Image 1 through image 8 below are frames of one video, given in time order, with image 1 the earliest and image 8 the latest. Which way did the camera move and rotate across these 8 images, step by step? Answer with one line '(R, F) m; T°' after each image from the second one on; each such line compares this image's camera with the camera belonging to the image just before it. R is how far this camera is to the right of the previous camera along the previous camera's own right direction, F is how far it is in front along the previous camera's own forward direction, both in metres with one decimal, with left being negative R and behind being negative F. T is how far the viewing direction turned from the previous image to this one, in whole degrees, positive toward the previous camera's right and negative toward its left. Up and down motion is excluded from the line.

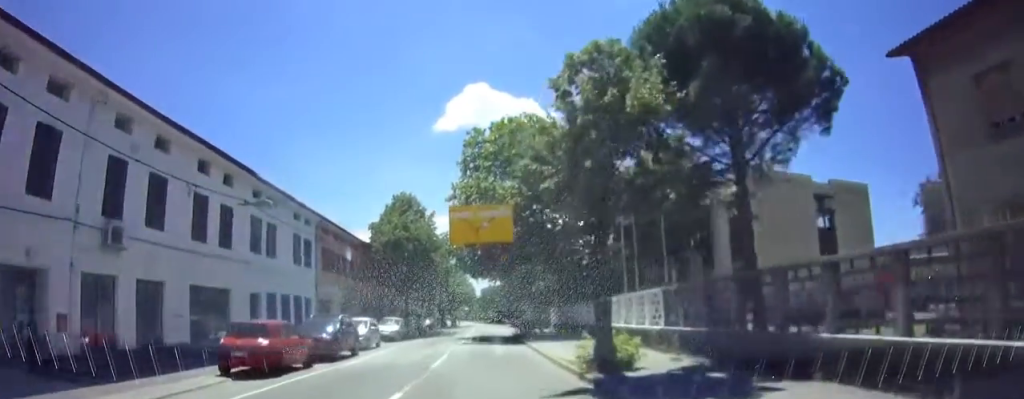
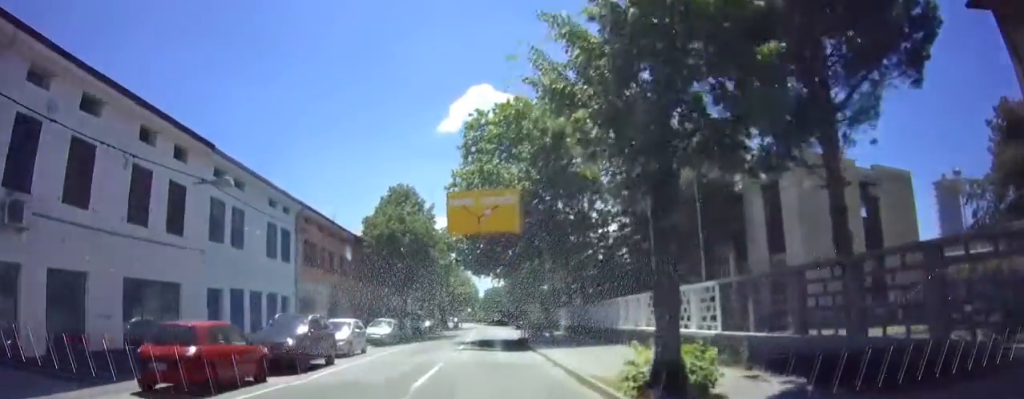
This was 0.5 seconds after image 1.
(-0.1, +4.0) m; -1°
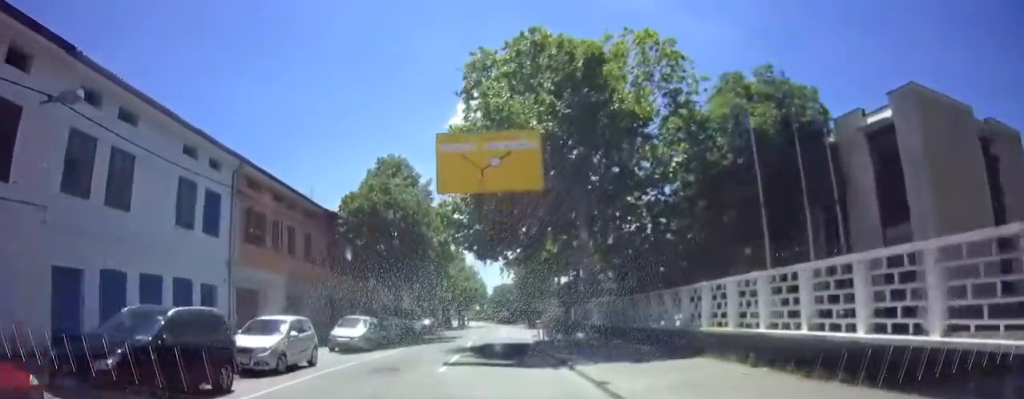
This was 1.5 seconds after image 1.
(-0.1, +7.8) m; 0°
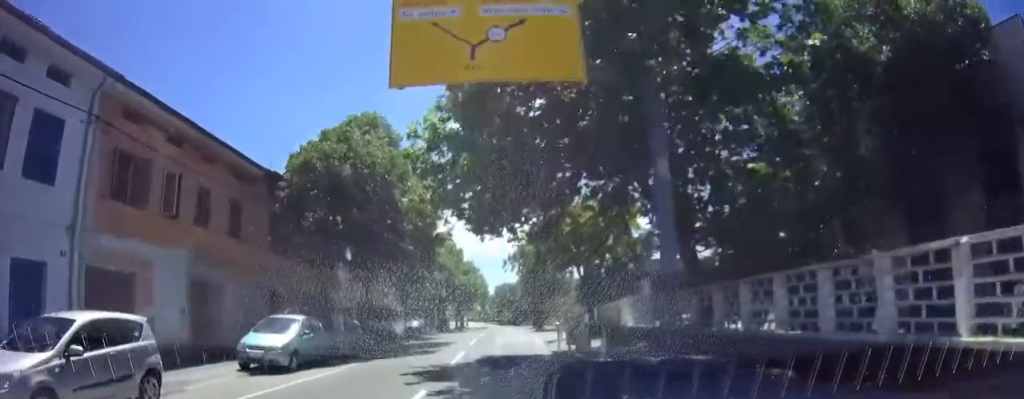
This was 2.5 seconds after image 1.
(+0.1, +8.2) m; 0°
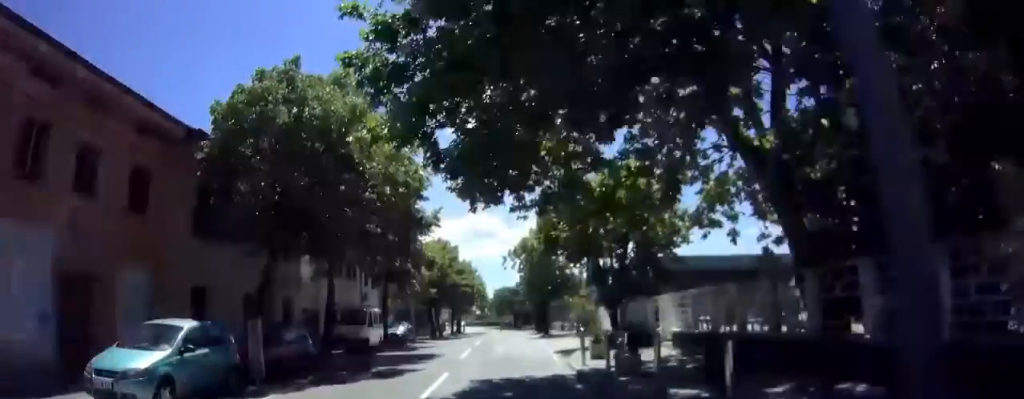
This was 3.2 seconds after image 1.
(0.0, +5.8) m; 0°
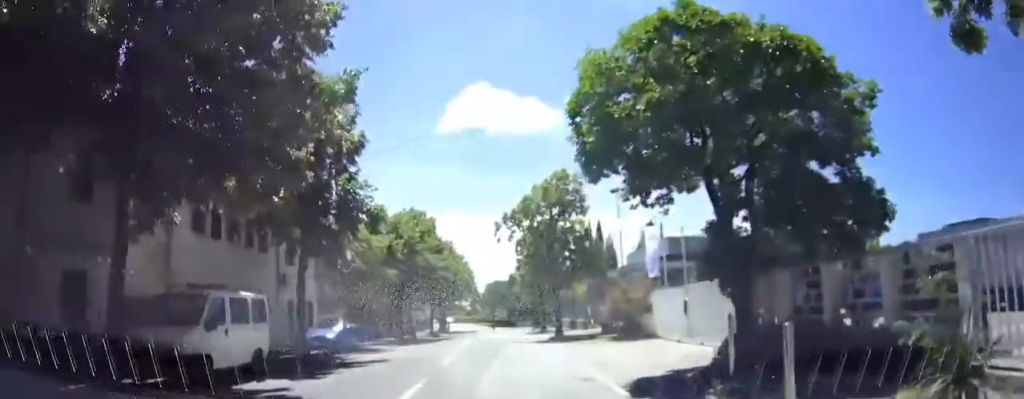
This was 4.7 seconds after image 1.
(+0.2, +12.2) m; +4°
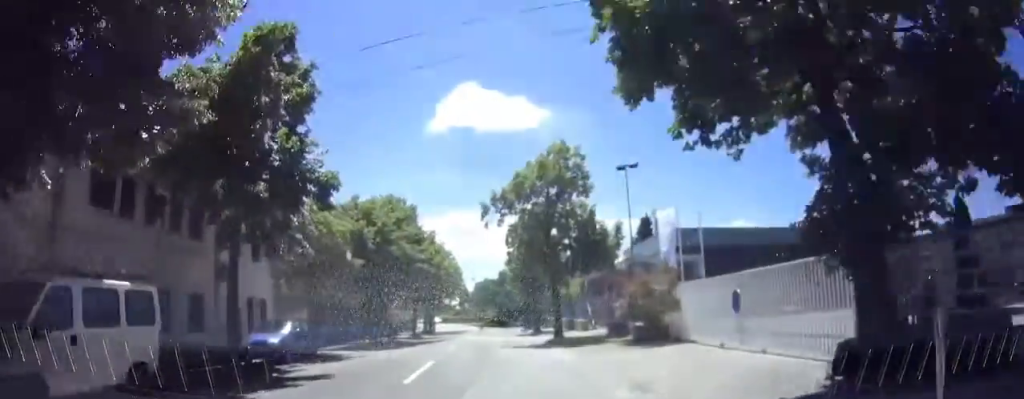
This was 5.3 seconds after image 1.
(+0.1, +4.1) m; 0°
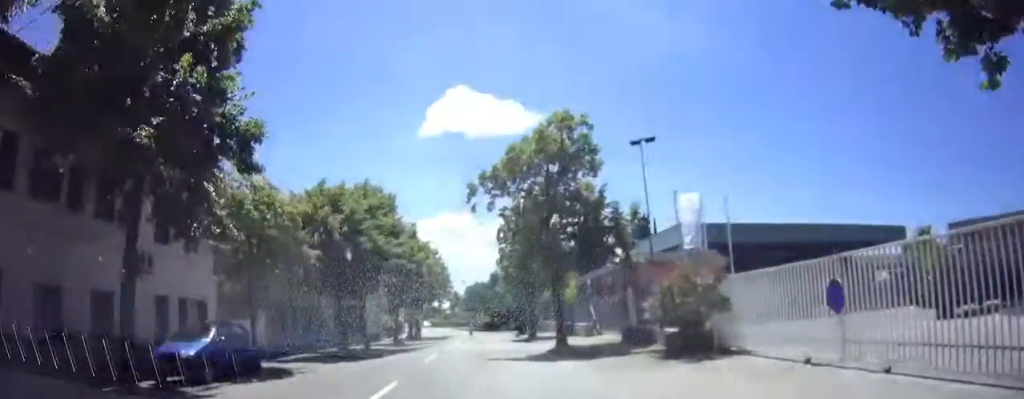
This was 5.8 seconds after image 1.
(+0.1, +4.1) m; -1°
